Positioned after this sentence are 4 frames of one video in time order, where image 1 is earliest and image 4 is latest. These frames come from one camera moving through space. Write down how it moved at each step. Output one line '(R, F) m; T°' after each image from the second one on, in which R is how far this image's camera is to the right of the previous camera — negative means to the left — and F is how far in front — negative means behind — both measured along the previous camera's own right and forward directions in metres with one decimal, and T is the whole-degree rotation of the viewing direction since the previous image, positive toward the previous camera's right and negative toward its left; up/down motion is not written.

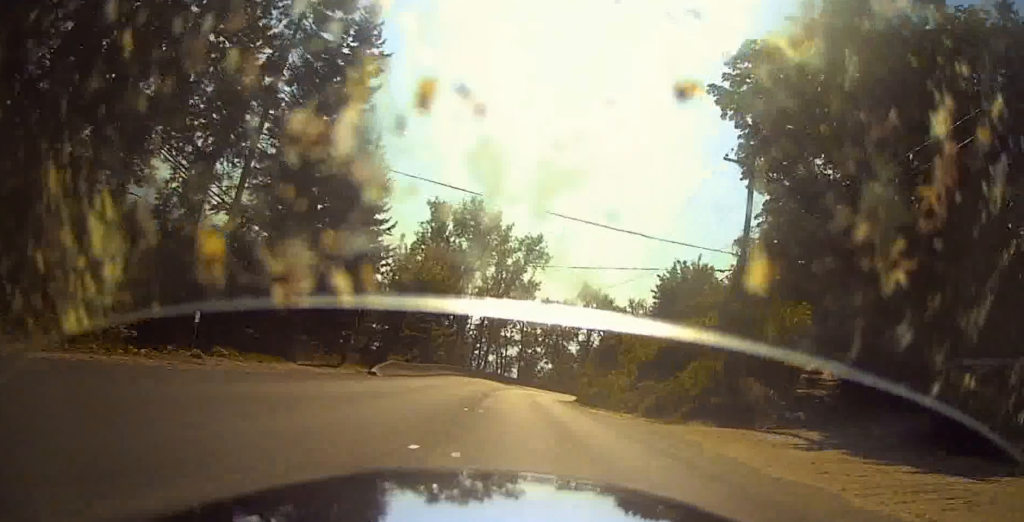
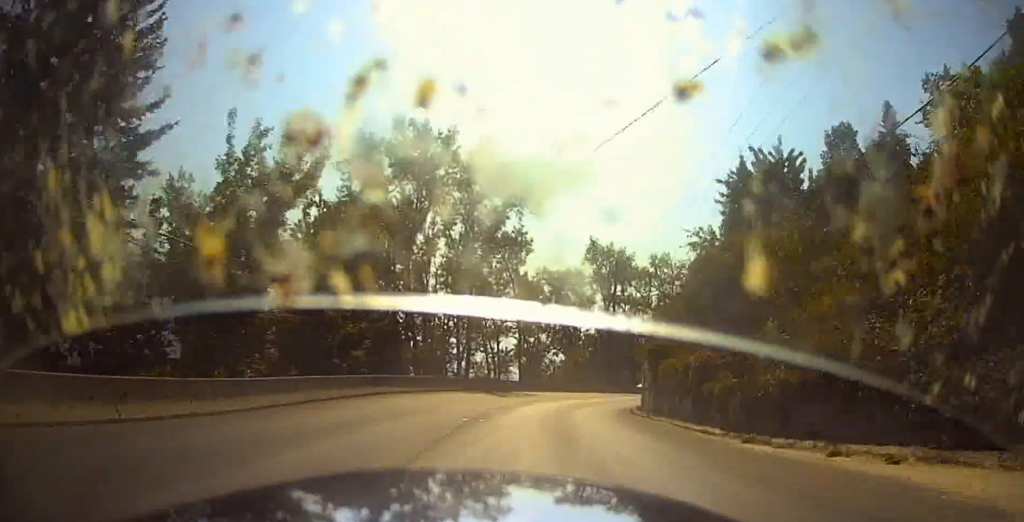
(+0.9, +26.6) m; +5°
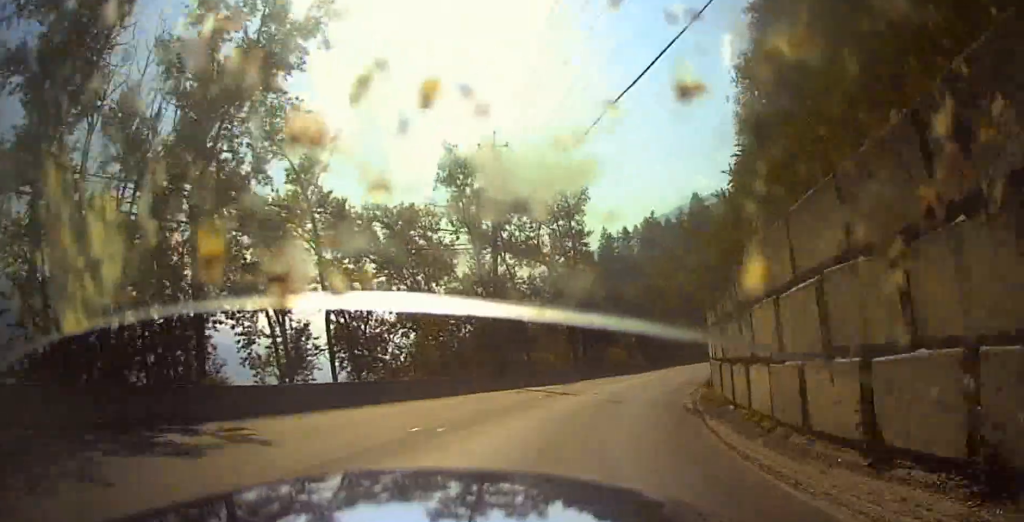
(+2.2, +27.9) m; +9°
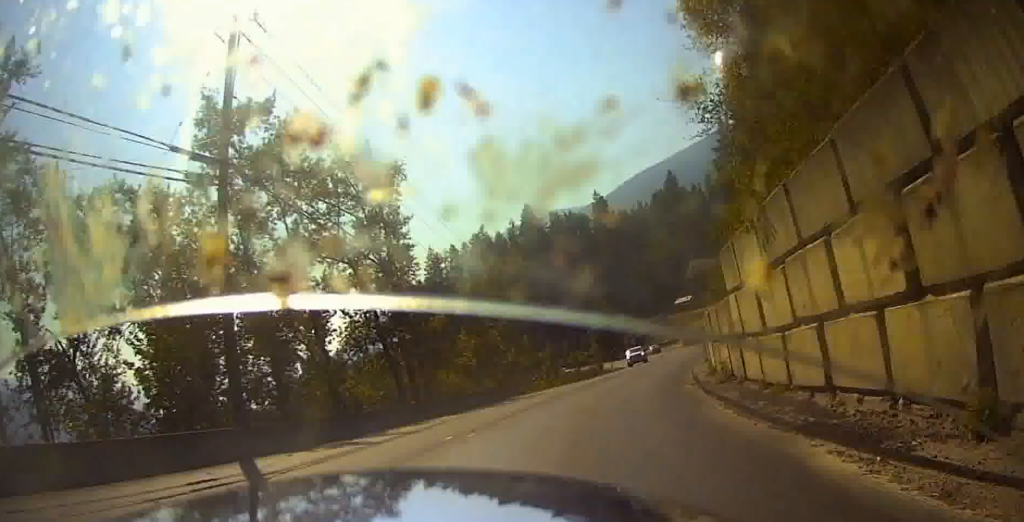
(+0.5, +17.6) m; +4°
